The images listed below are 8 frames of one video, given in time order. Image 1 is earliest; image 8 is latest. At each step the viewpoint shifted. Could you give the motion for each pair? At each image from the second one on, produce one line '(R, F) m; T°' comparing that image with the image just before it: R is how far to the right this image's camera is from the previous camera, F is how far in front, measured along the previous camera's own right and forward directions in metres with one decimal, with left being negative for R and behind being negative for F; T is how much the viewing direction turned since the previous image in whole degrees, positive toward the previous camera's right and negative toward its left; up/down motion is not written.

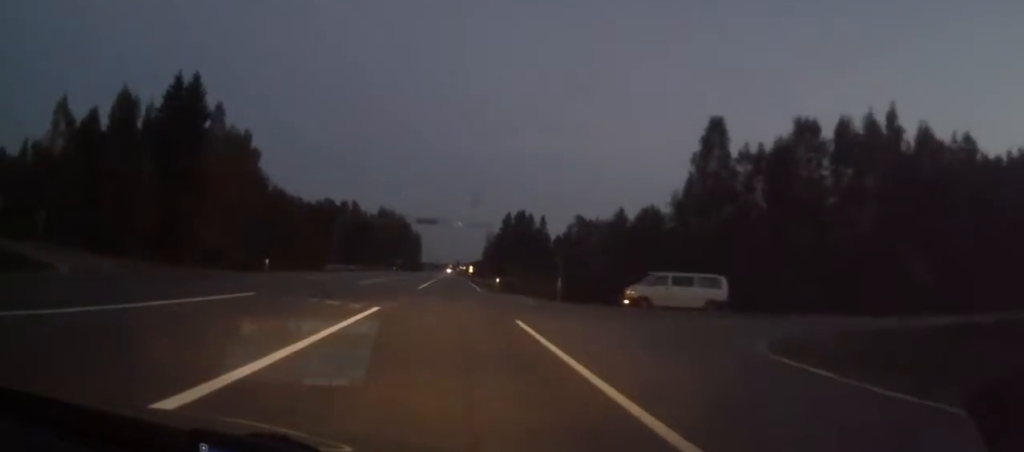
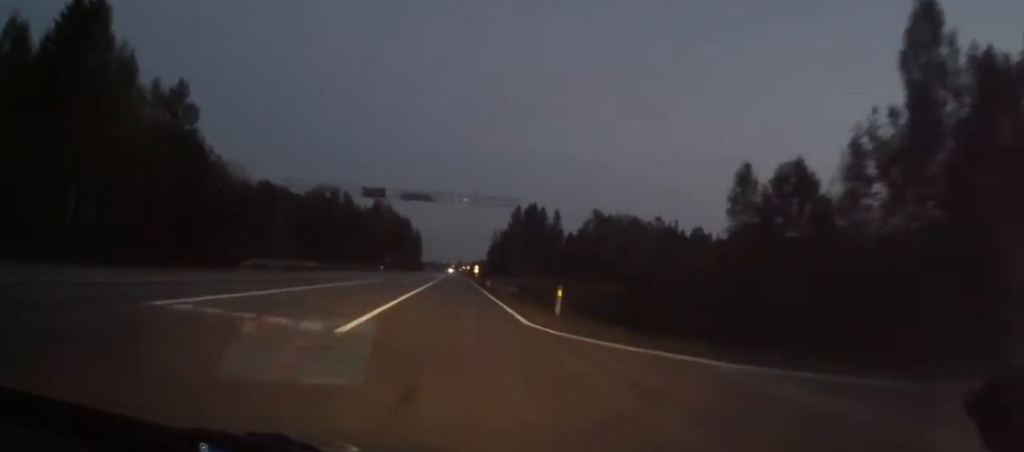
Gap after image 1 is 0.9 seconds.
(-0.3, +25.7) m; 0°
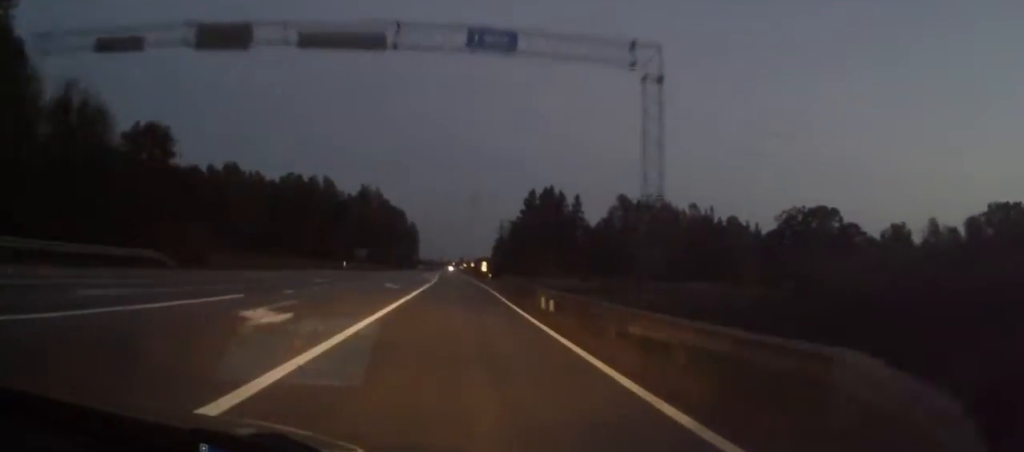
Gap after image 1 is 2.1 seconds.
(+0.3, +35.5) m; 0°
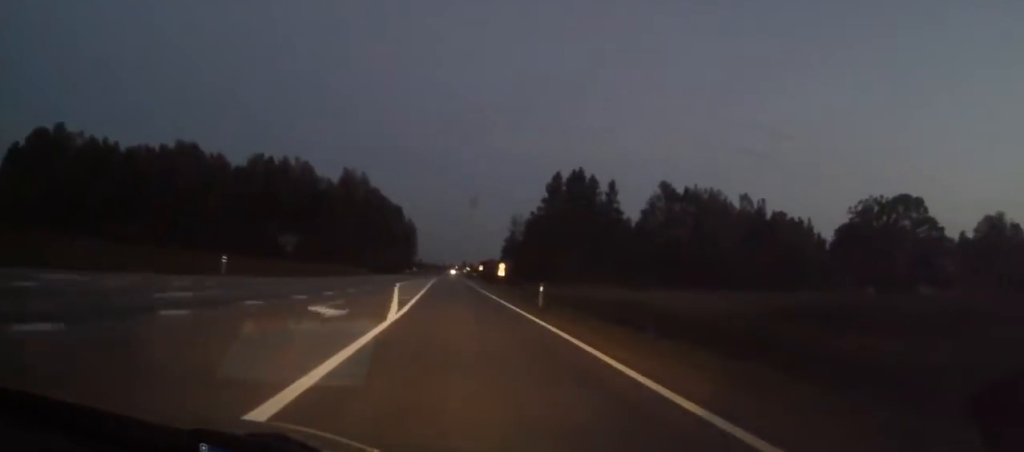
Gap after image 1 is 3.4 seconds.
(-0.3, +36.9) m; 0°
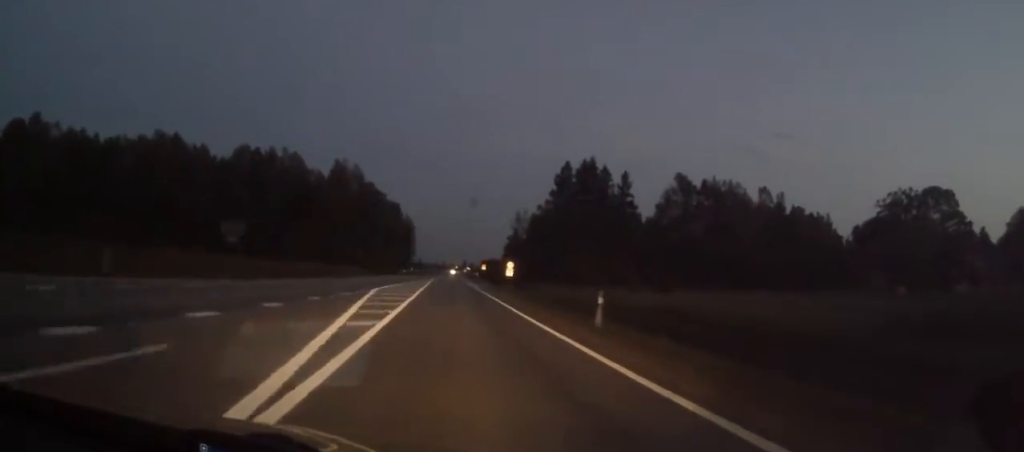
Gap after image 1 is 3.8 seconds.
(+0.2, +11.7) m; 0°
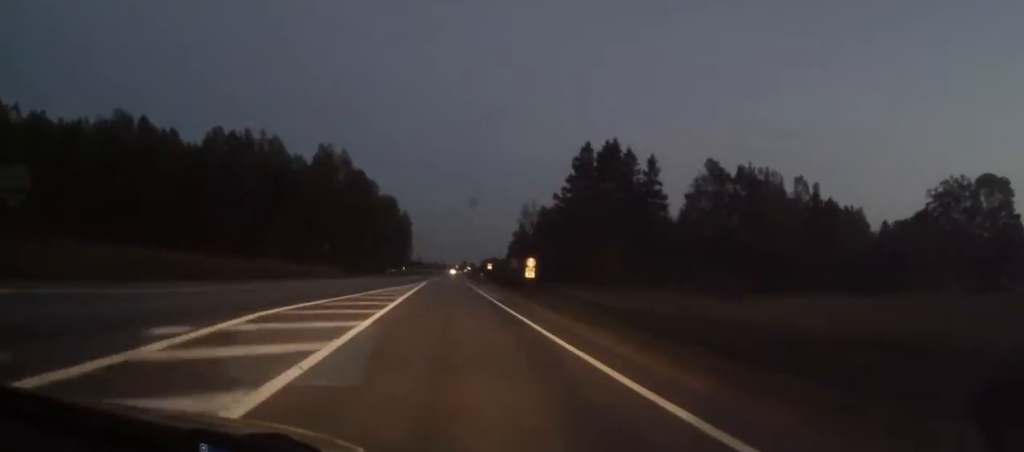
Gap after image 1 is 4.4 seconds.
(+0.2, +18.4) m; 0°
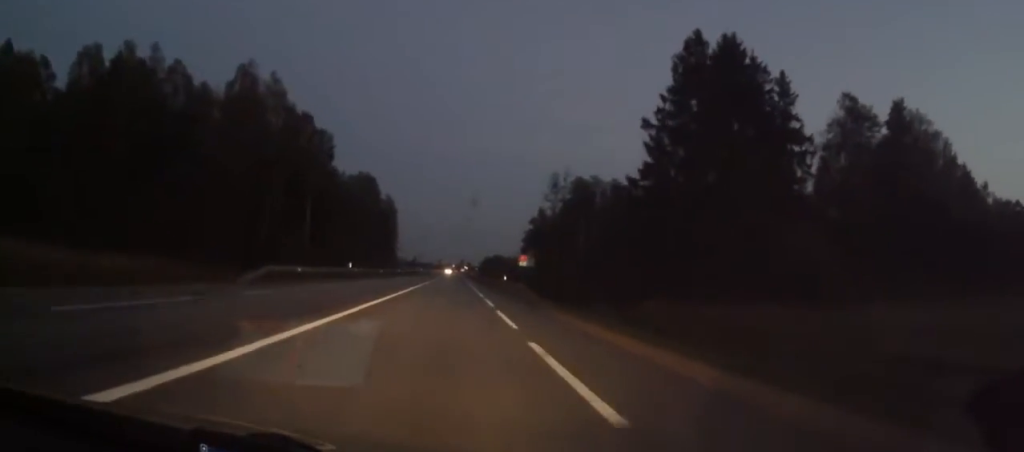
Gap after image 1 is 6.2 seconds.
(-0.4, +50.4) m; 0°
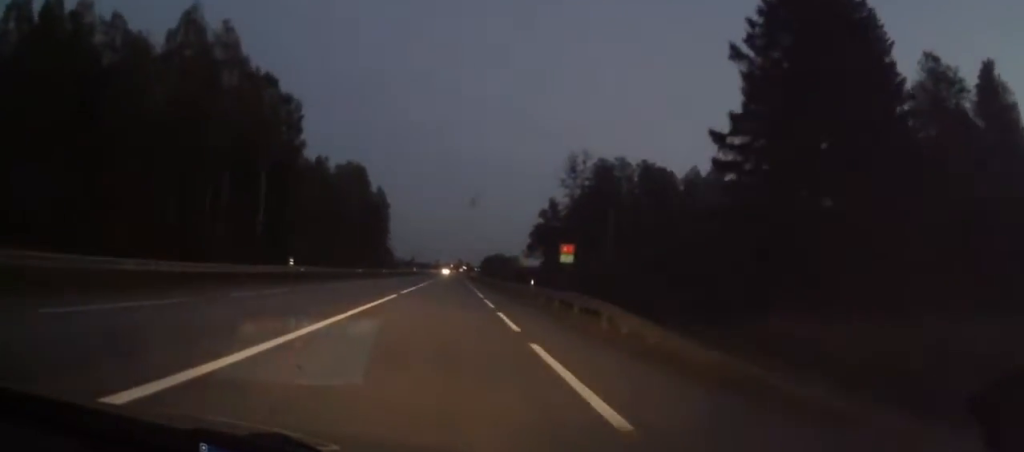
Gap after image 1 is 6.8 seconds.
(0.0, +18.5) m; 0°
